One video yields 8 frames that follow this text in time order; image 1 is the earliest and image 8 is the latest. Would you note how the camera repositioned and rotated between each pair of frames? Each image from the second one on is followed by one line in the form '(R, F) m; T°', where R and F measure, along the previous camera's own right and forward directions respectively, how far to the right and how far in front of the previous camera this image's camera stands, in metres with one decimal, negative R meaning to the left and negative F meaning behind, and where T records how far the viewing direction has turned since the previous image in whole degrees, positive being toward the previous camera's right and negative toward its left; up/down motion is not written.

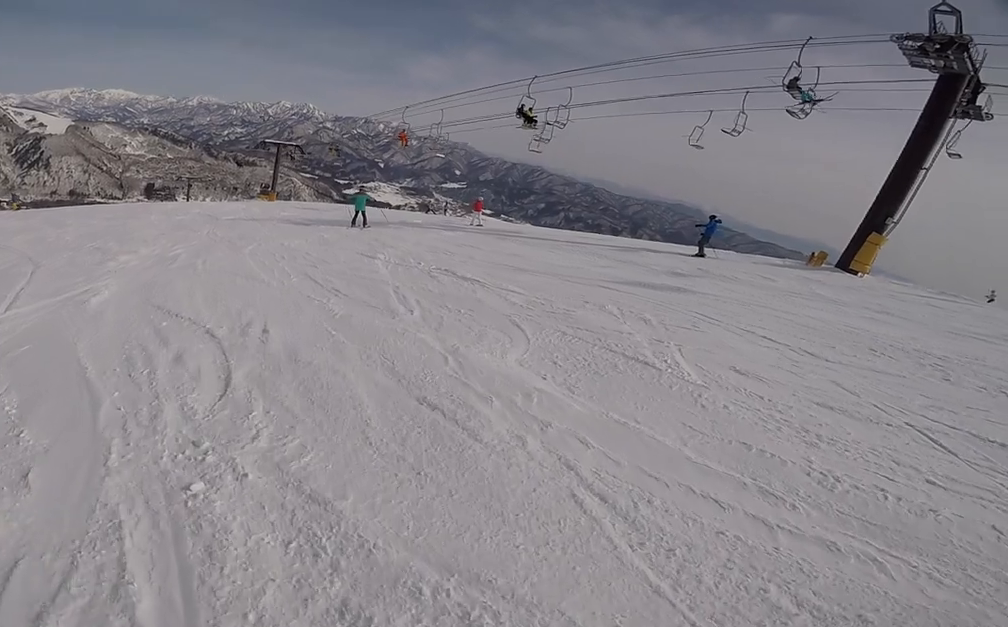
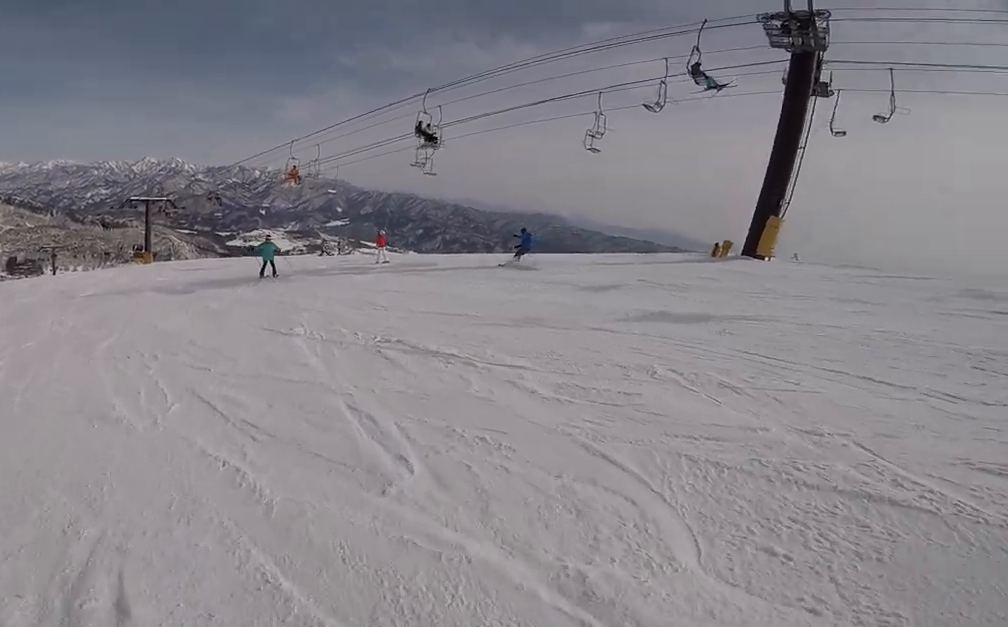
(+0.5, +2.7) m; +11°
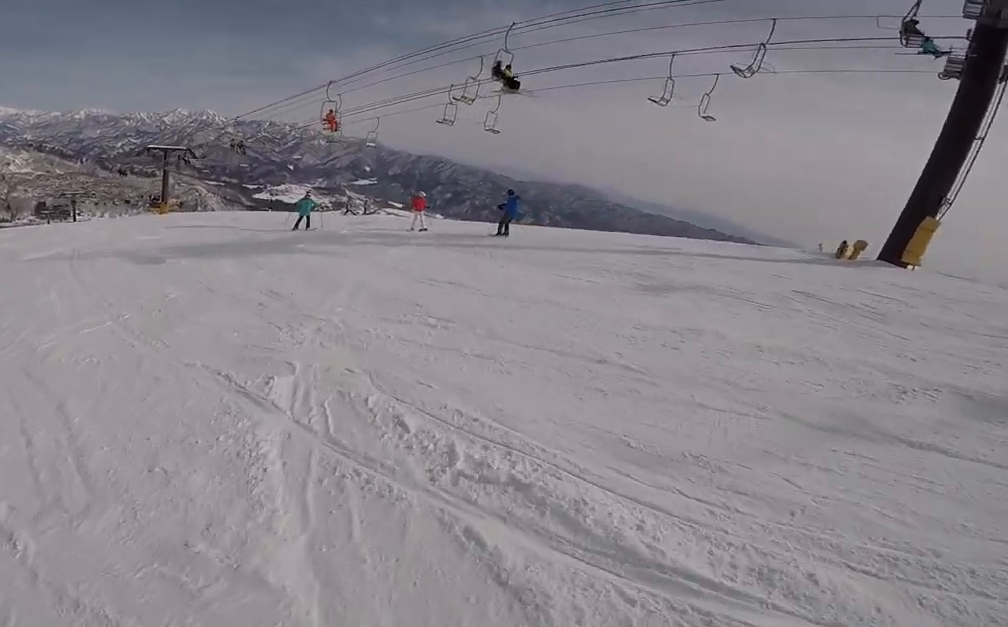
(0.0, +3.8) m; 0°
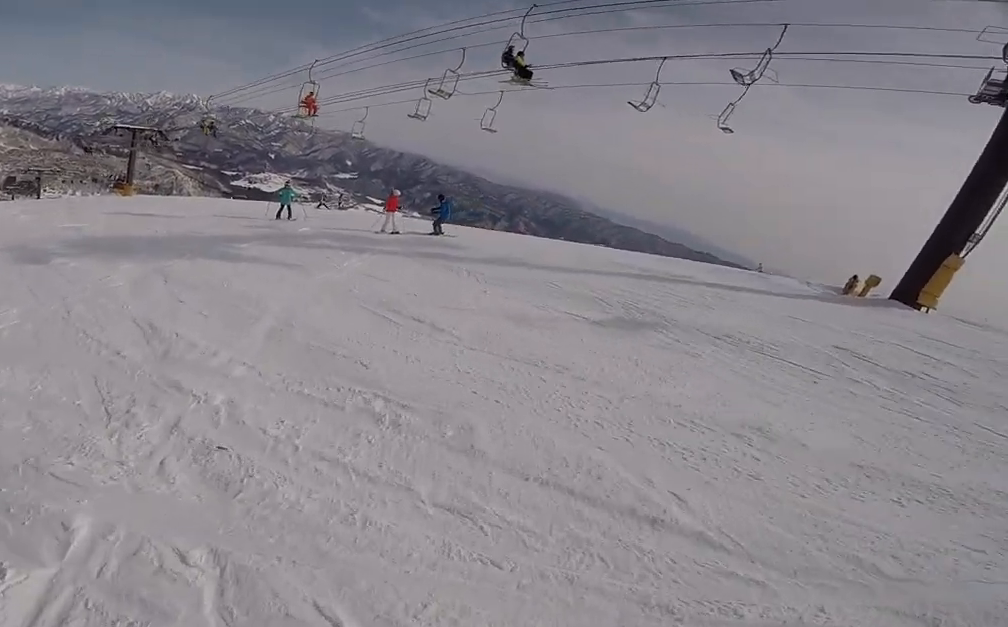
(0.0, +2.5) m; -8°
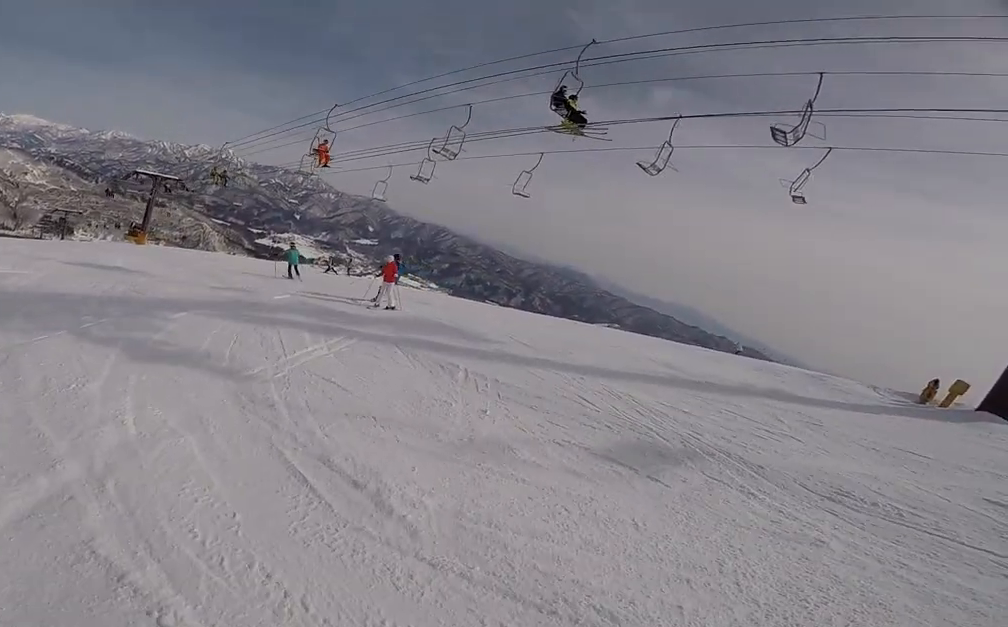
(0.0, +3.0) m; -9°
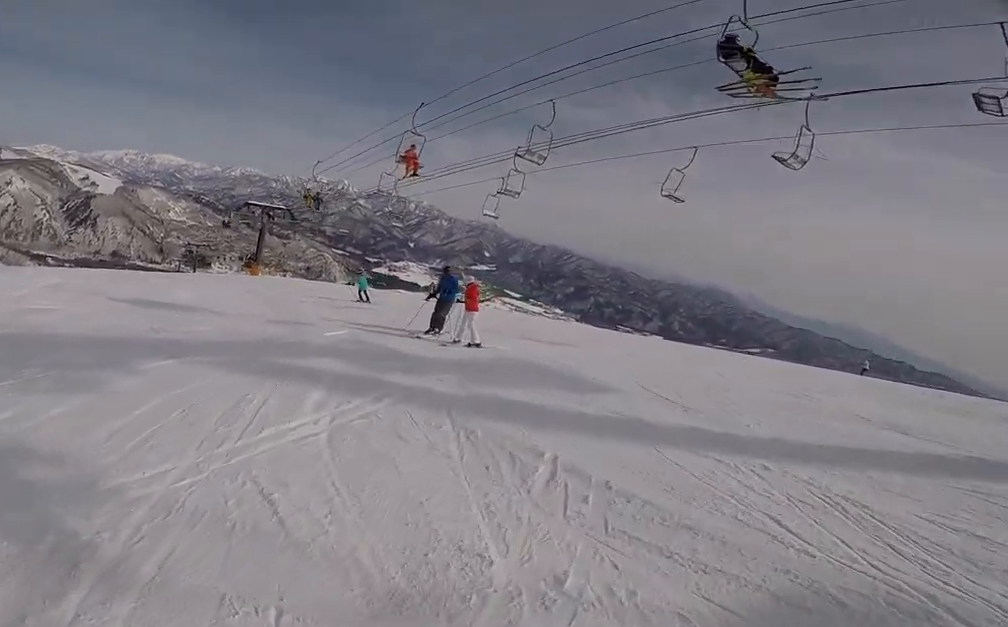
(-0.8, +3.3) m; -9°
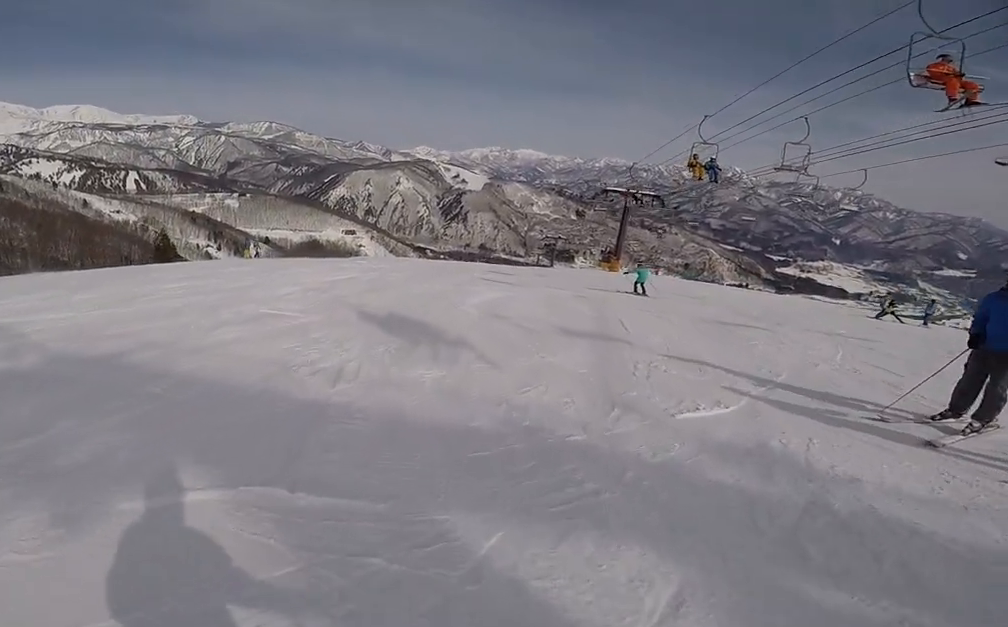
(-0.4, +4.6) m; -38°
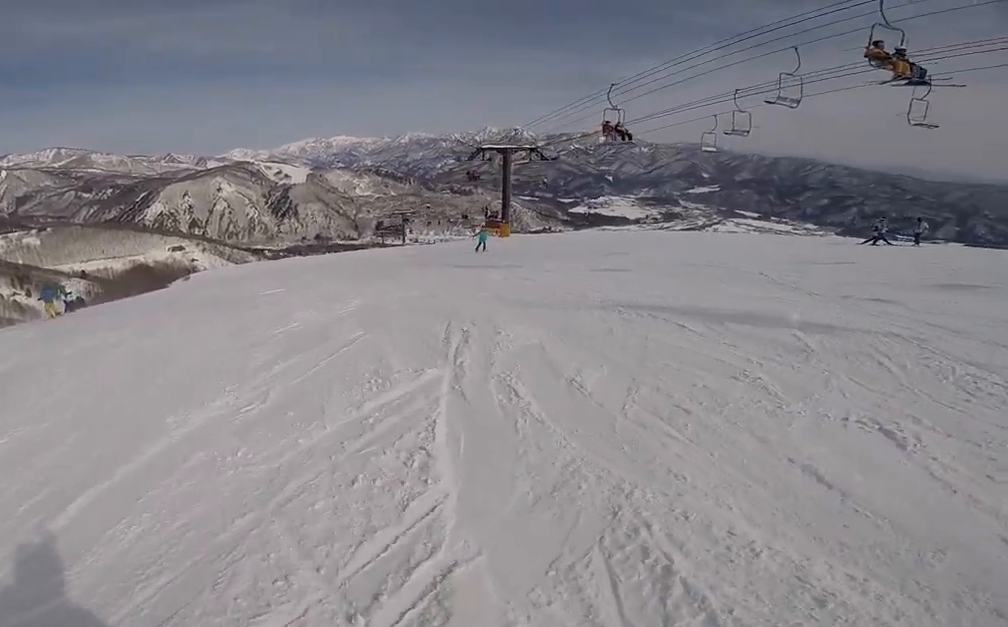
(-2.5, +10.9) m; +15°
